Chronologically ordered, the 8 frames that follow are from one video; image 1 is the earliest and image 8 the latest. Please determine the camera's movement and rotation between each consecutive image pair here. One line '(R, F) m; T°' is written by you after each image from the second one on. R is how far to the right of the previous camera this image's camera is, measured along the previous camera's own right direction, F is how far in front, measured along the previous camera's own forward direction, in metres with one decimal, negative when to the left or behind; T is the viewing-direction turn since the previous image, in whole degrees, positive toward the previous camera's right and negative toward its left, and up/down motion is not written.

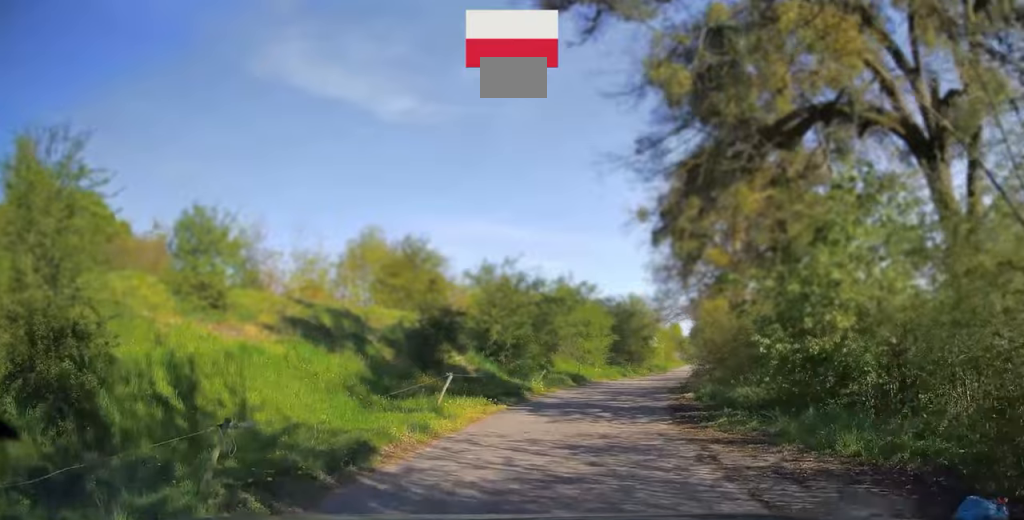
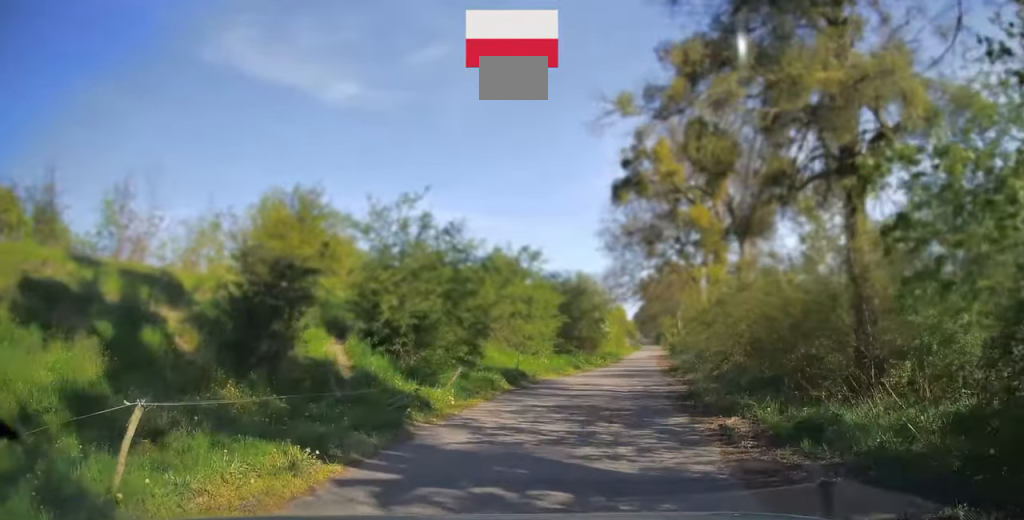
(+0.6, +9.6) m; +5°
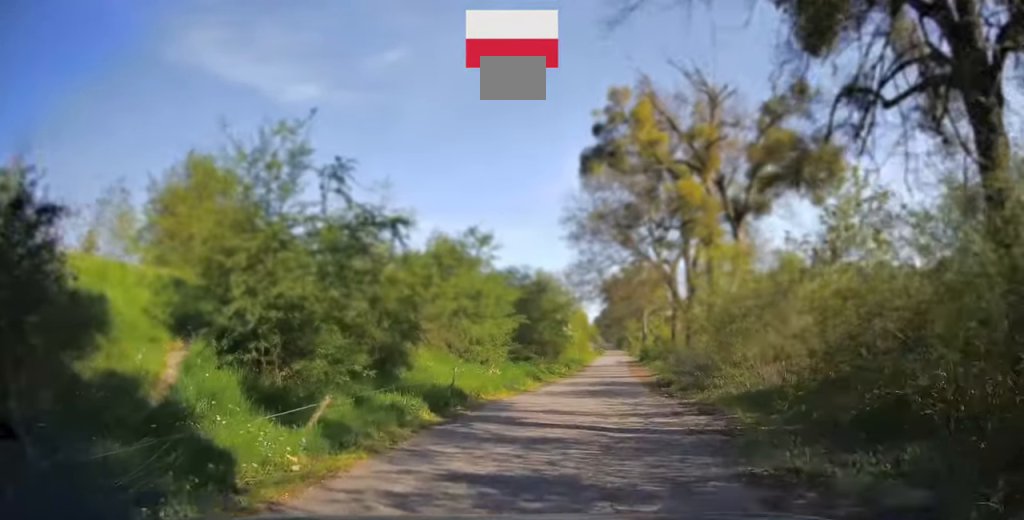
(0.0, +6.5) m; +2°
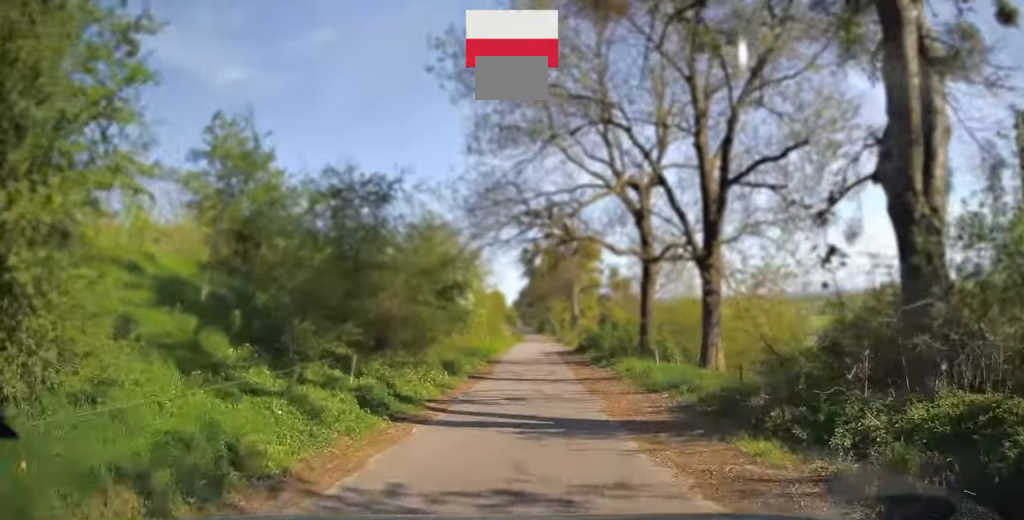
(+1.9, +21.0) m; +7°
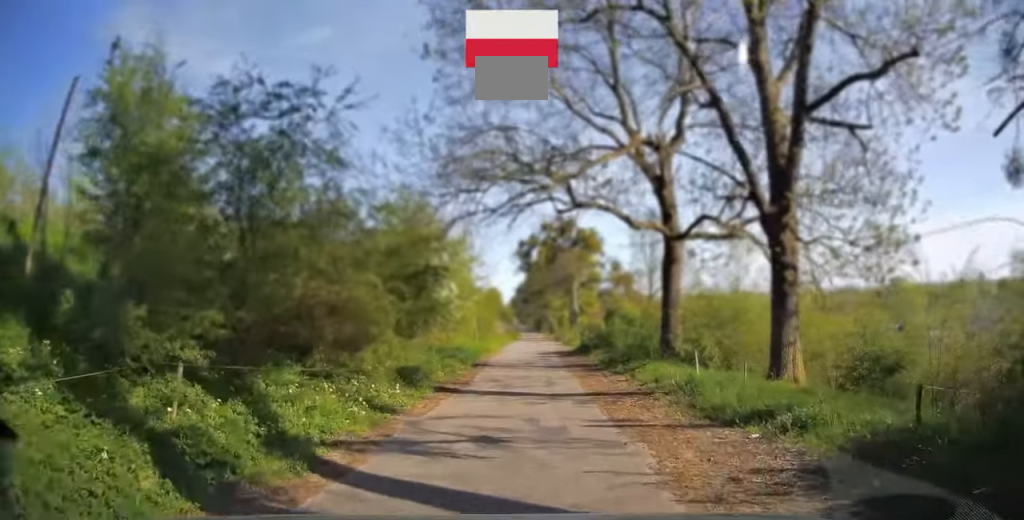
(-0.1, +6.0) m; 0°
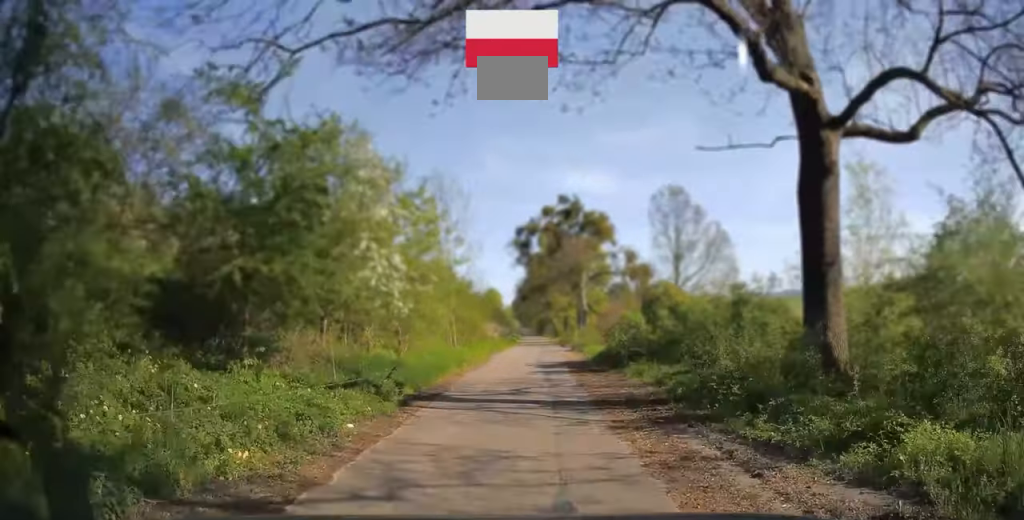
(-0.2, +12.9) m; -1°
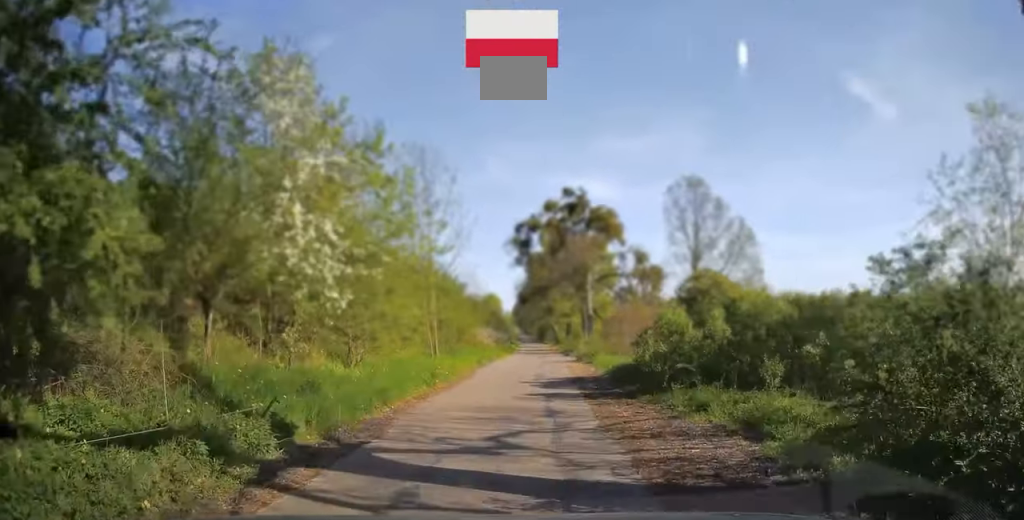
(0.0, +6.4) m; 0°
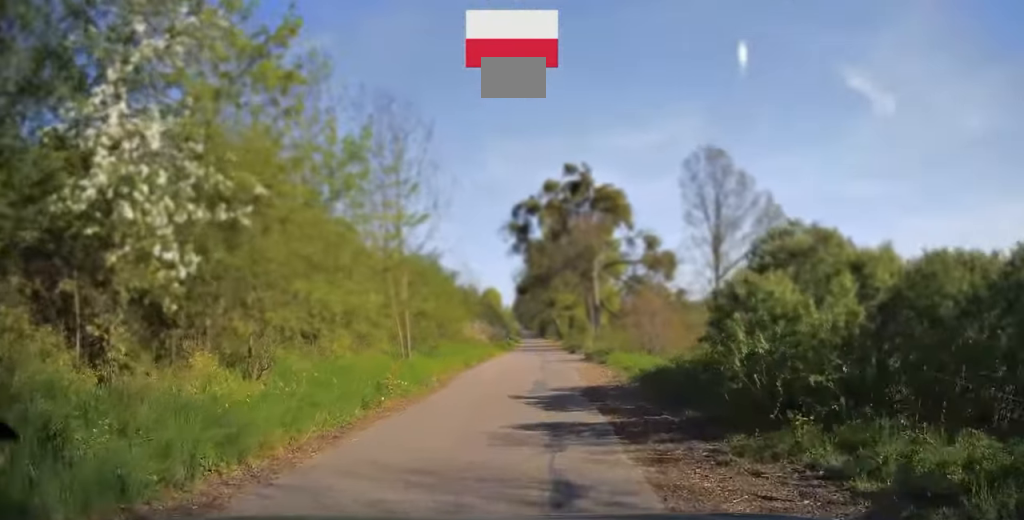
(+0.1, +6.5) m; 0°
